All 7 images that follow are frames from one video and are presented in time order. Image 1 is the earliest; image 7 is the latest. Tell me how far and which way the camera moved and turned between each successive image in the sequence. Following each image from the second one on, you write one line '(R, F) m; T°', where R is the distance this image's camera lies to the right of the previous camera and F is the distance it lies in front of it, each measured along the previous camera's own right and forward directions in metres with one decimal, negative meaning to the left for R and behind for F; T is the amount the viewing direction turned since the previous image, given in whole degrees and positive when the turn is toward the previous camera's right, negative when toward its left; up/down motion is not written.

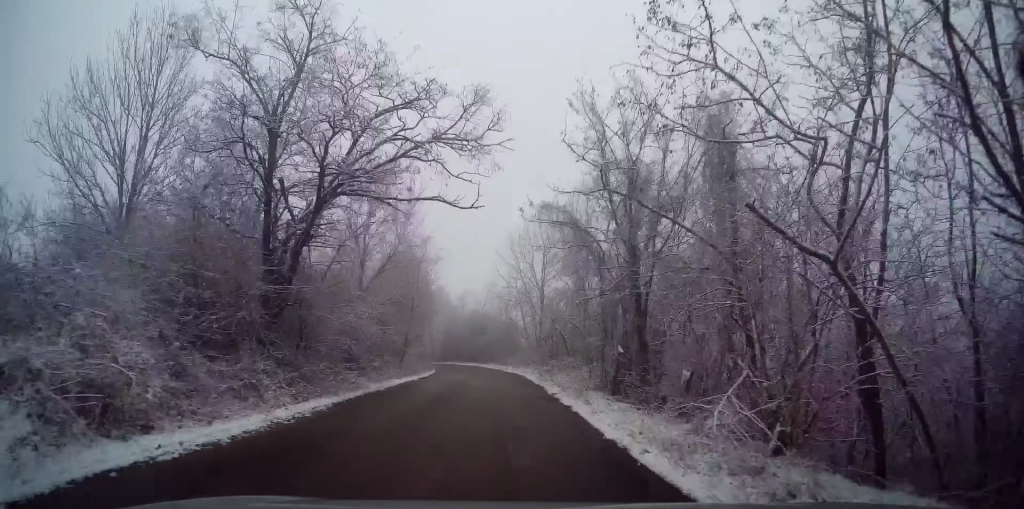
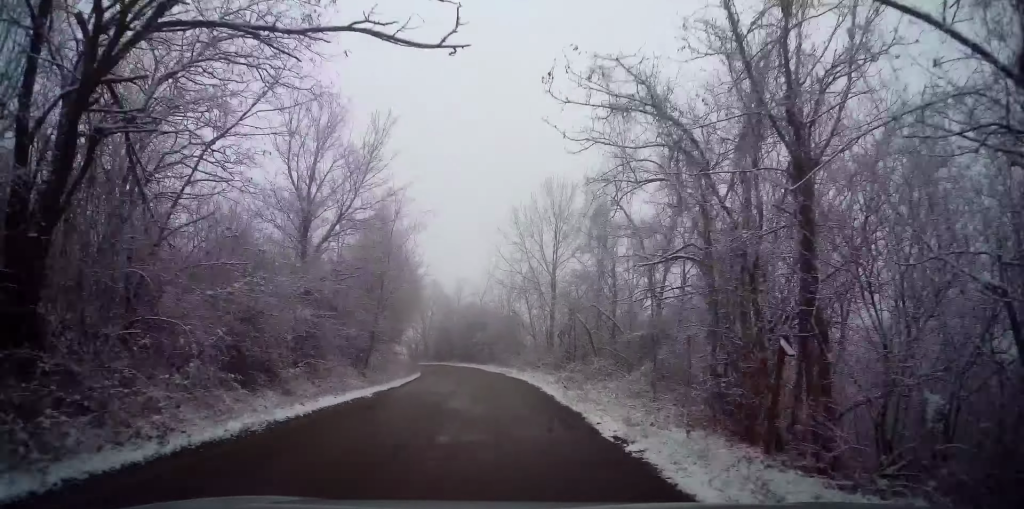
(-0.3, +7.9) m; 0°
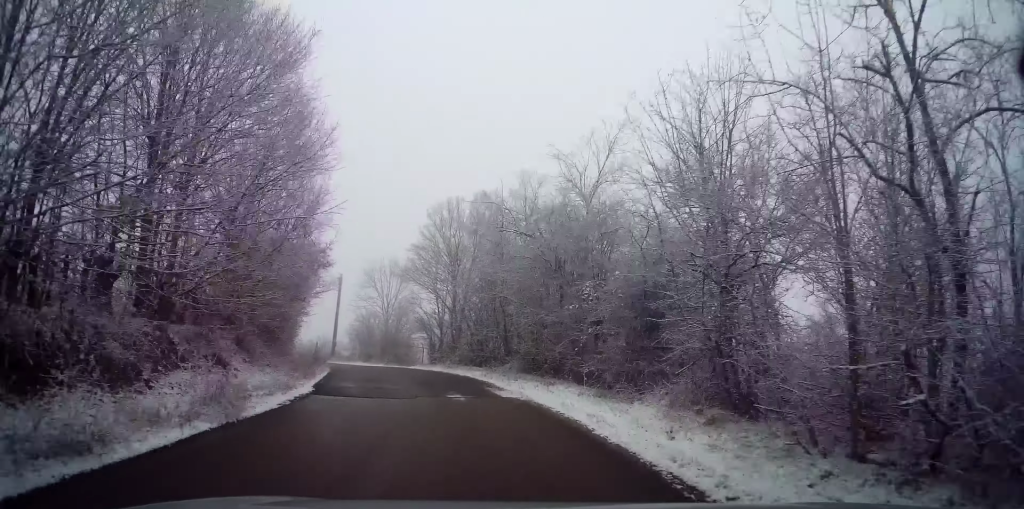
(-0.7, +34.8) m; -6°
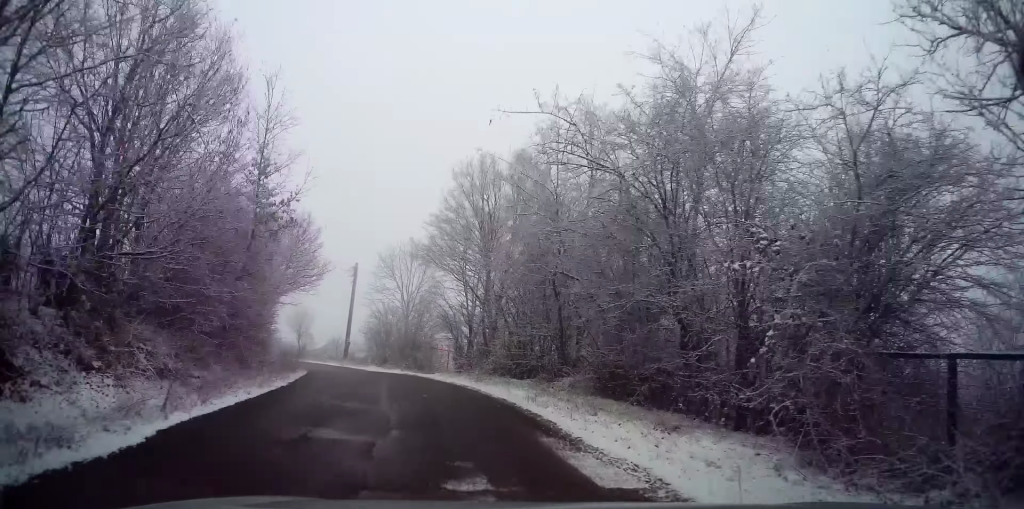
(-0.2, +8.2) m; -5°
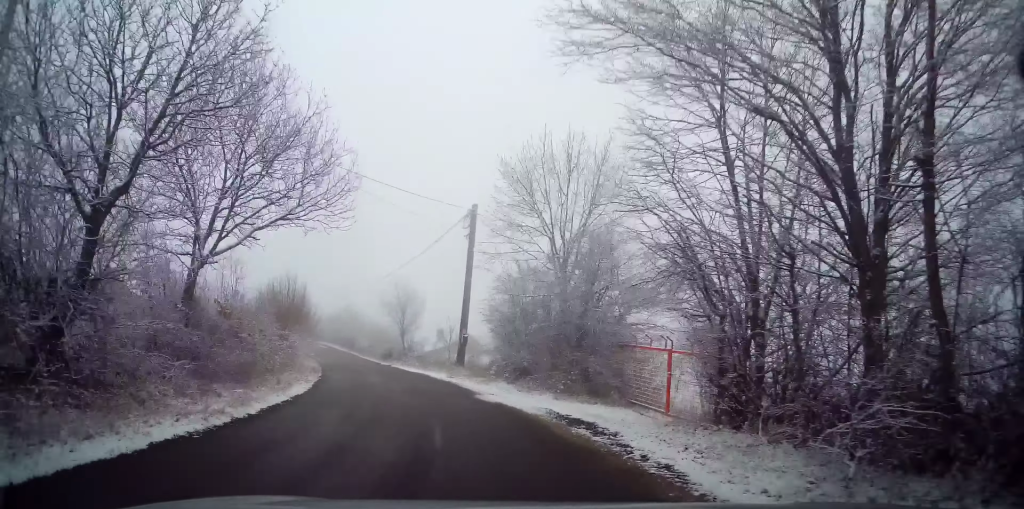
(-3.2, +19.7) m; -17°
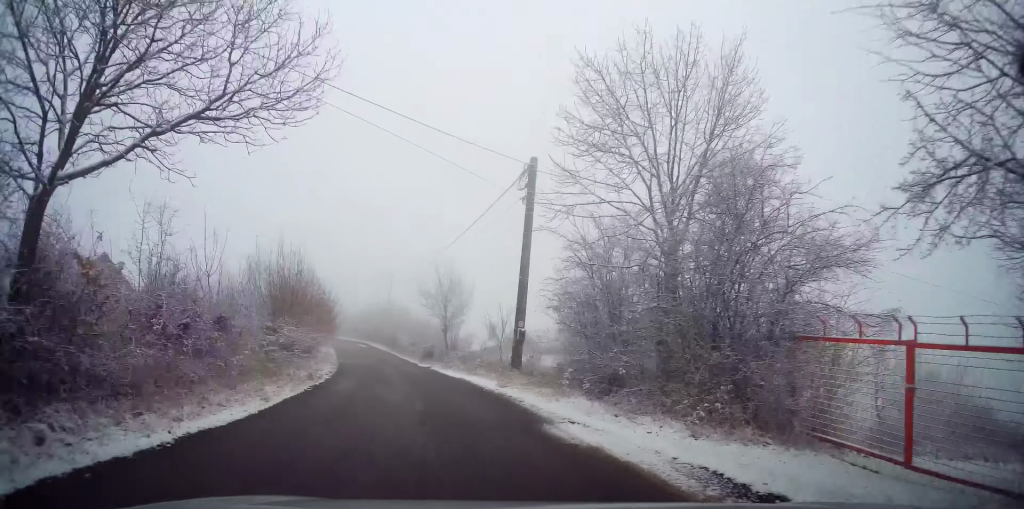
(-0.1, +6.4) m; -3°
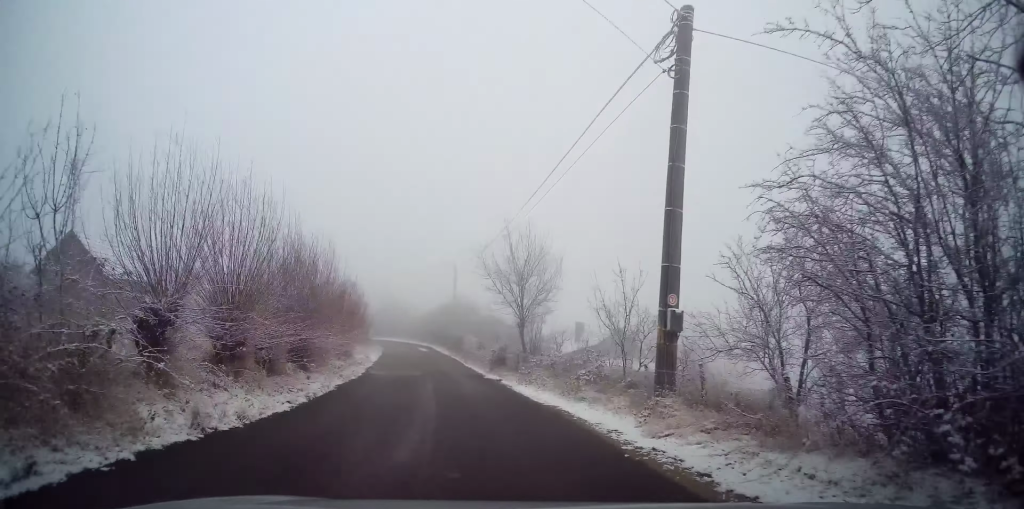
(-0.4, +9.3) m; -7°
